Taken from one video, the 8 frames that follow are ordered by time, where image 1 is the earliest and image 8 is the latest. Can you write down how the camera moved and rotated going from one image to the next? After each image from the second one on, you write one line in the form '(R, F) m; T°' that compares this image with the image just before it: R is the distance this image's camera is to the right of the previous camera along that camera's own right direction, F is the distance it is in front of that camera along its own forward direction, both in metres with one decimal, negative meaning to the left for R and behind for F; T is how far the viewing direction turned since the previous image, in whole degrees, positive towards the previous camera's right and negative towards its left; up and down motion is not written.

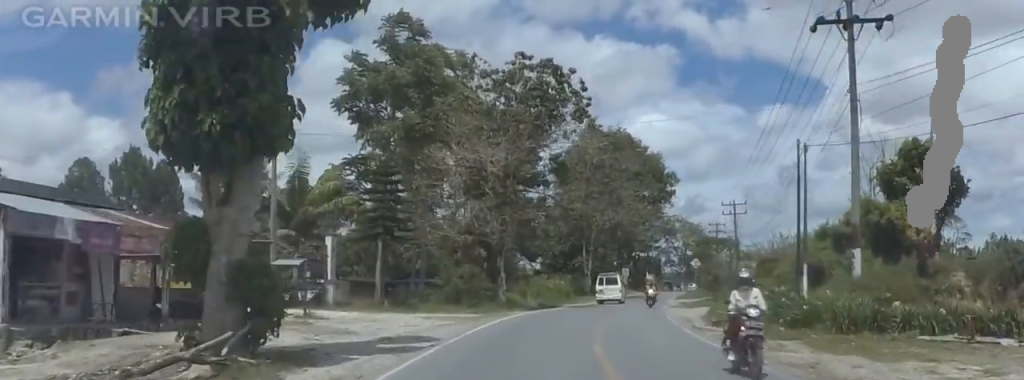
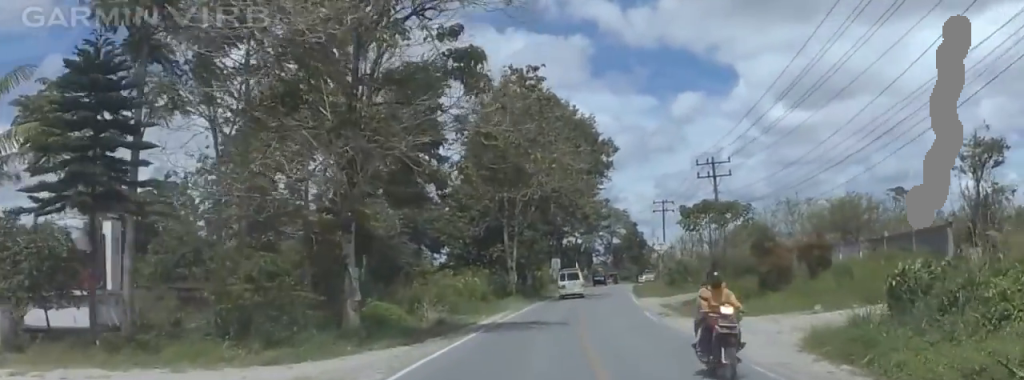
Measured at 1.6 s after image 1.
(+0.1, +24.9) m; +4°
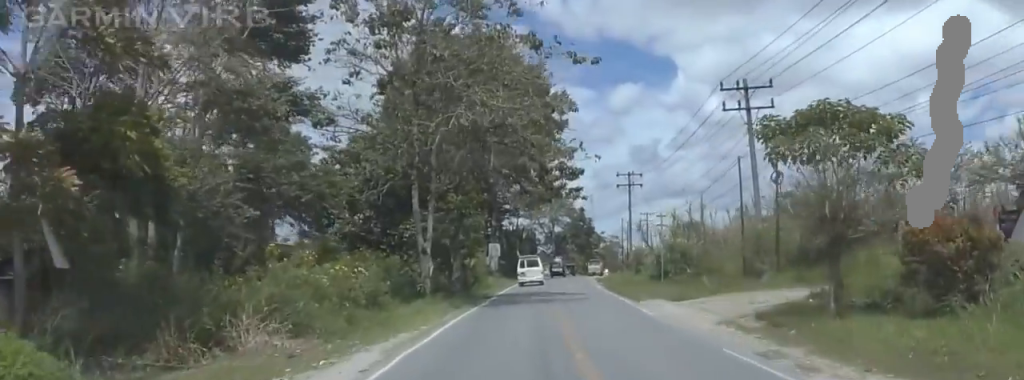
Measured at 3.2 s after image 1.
(+1.6, +23.3) m; +7°
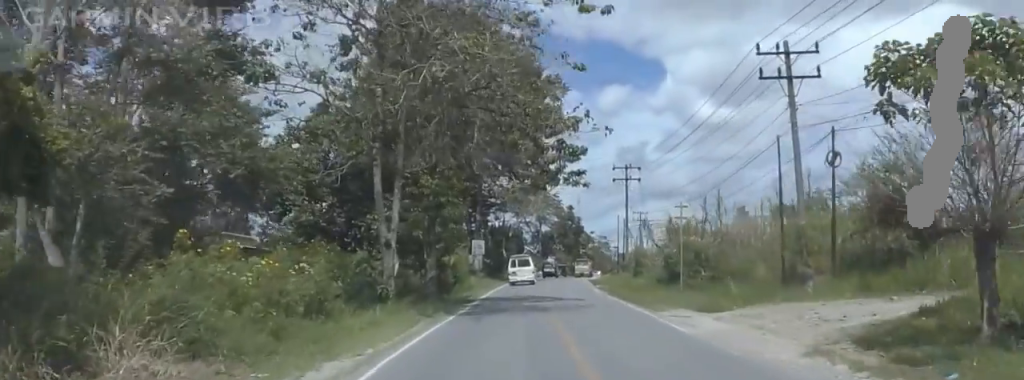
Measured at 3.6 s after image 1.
(-0.2, +7.3) m; +2°
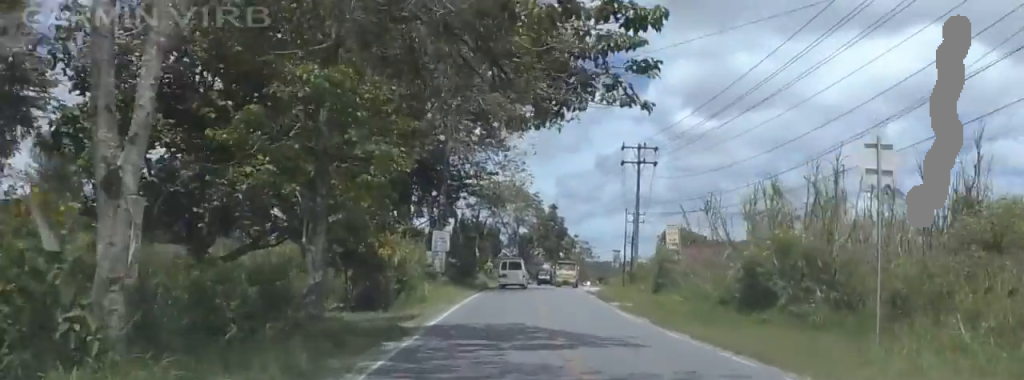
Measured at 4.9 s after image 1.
(+0.8, +18.6) m; -2°
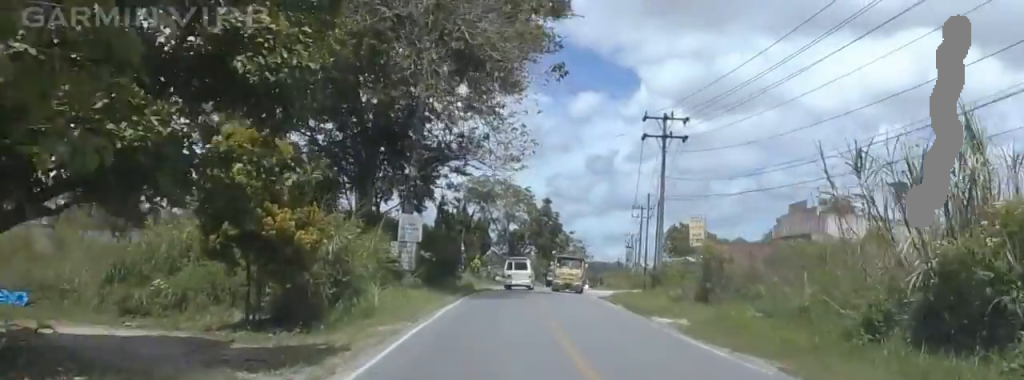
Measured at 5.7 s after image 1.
(-0.9, +12.5) m; -3°
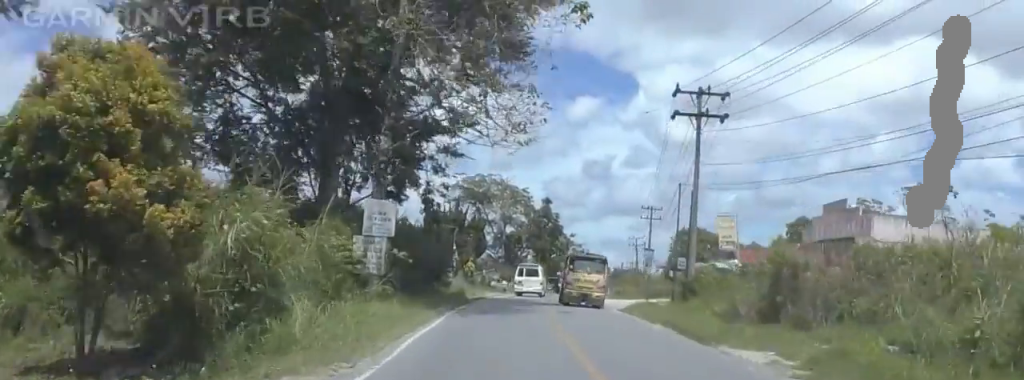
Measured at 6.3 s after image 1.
(0.0, +9.1) m; +4°
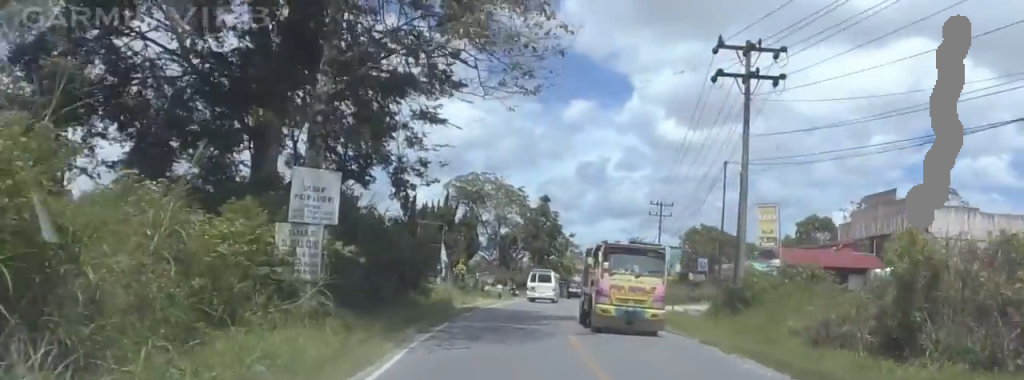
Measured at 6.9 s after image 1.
(+0.4, +9.1) m; +2°
